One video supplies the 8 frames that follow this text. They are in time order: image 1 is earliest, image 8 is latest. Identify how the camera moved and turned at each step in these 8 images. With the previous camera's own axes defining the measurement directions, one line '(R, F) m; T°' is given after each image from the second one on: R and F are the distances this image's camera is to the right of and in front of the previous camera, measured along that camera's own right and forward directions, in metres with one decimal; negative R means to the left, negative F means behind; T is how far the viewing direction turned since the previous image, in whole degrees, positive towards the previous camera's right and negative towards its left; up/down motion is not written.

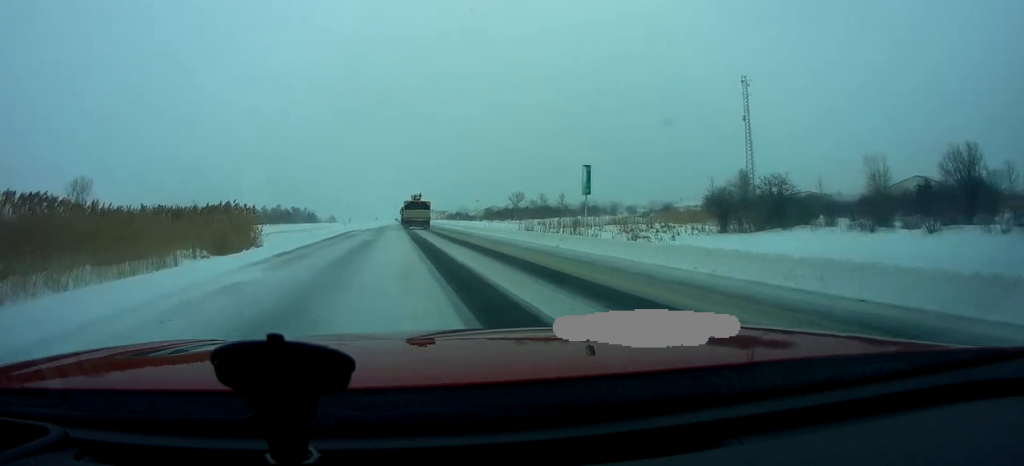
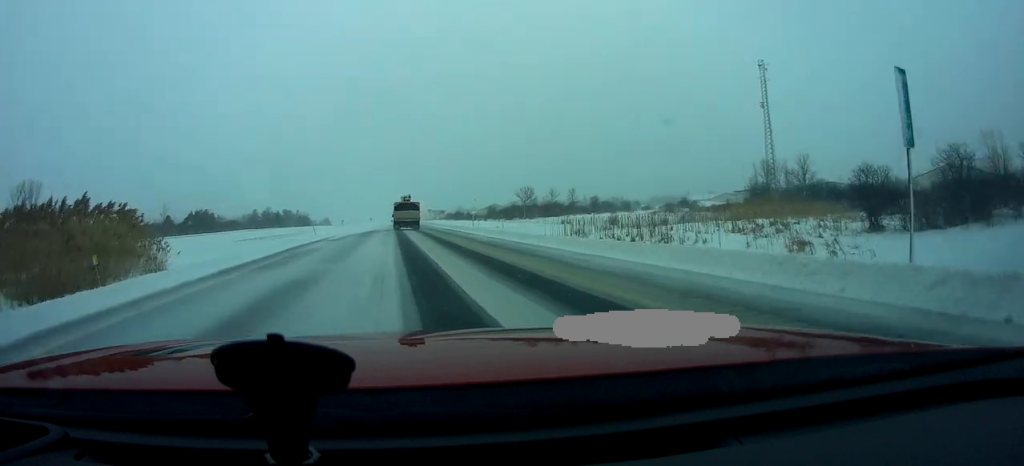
(+0.3, +18.6) m; +1°
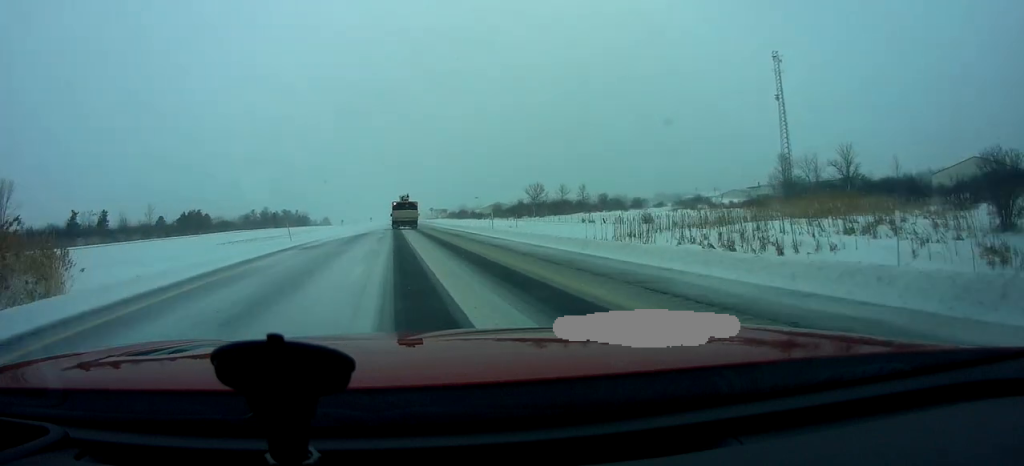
(+0.3, +10.0) m; 0°
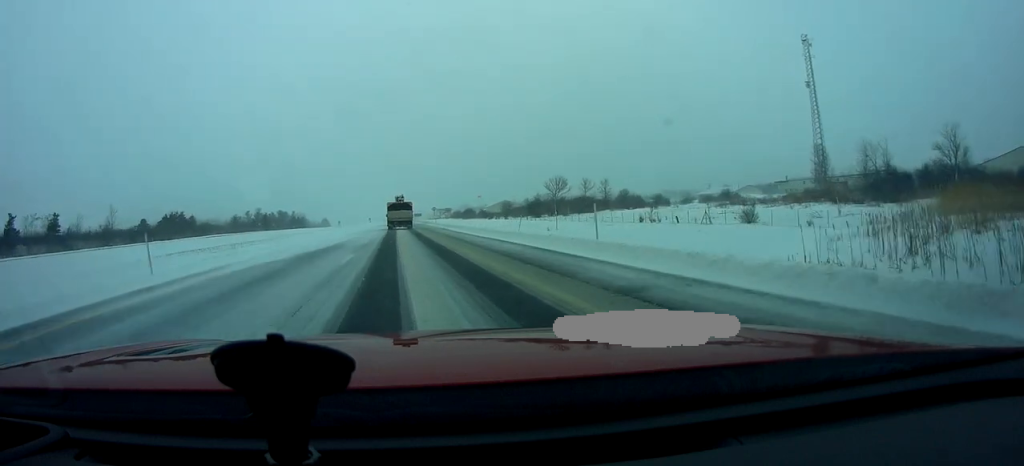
(-0.4, +20.1) m; 0°
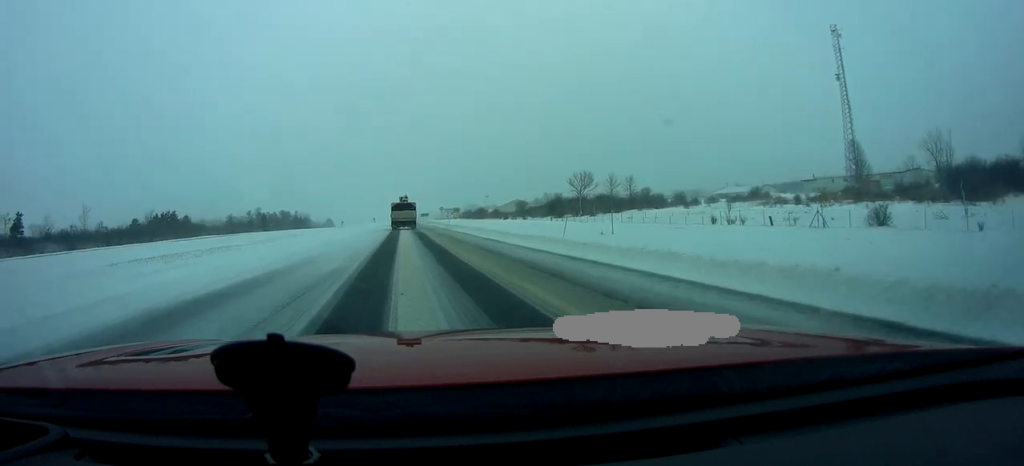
(0.0, +14.0) m; 0°
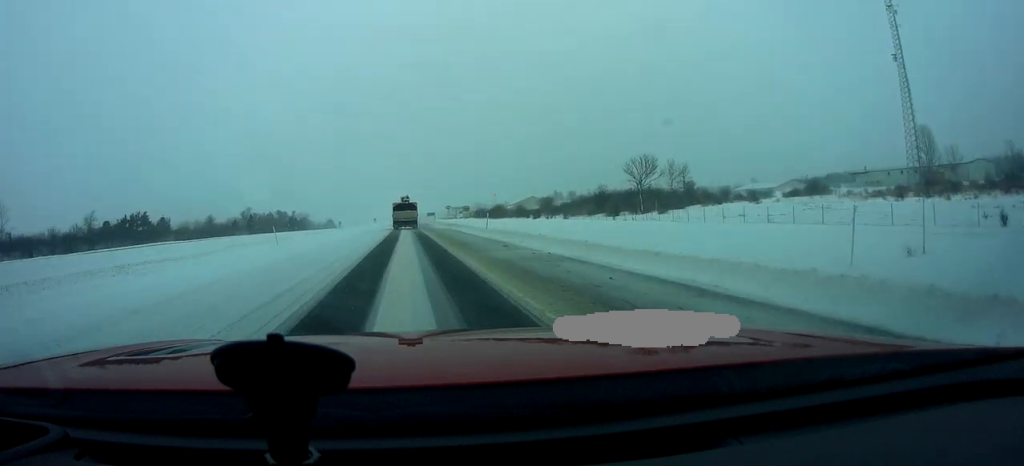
(0.0, +28.0) m; -1°
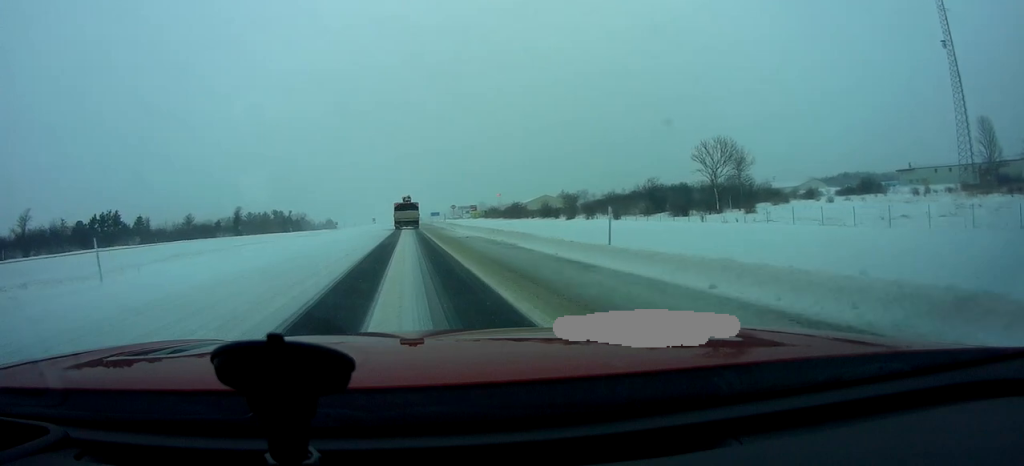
(-0.2, +21.0) m; -1°
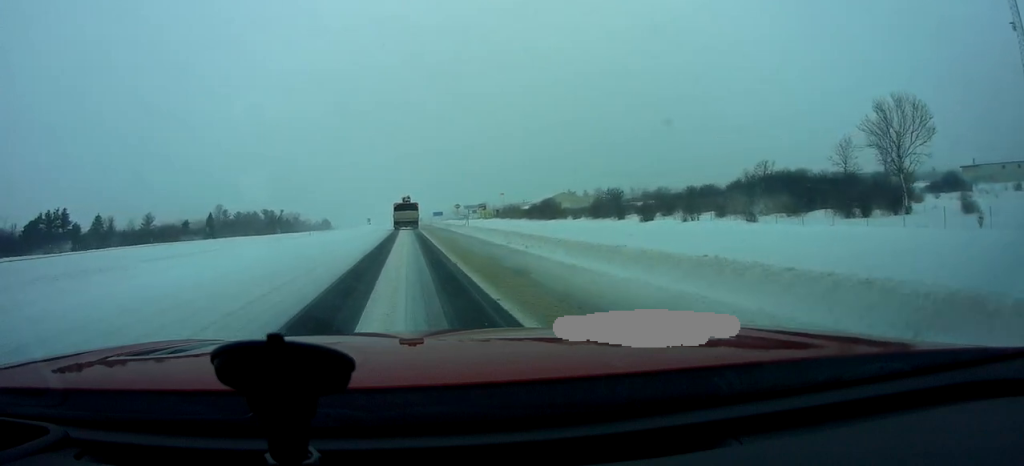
(-0.1, +28.2) m; 0°
